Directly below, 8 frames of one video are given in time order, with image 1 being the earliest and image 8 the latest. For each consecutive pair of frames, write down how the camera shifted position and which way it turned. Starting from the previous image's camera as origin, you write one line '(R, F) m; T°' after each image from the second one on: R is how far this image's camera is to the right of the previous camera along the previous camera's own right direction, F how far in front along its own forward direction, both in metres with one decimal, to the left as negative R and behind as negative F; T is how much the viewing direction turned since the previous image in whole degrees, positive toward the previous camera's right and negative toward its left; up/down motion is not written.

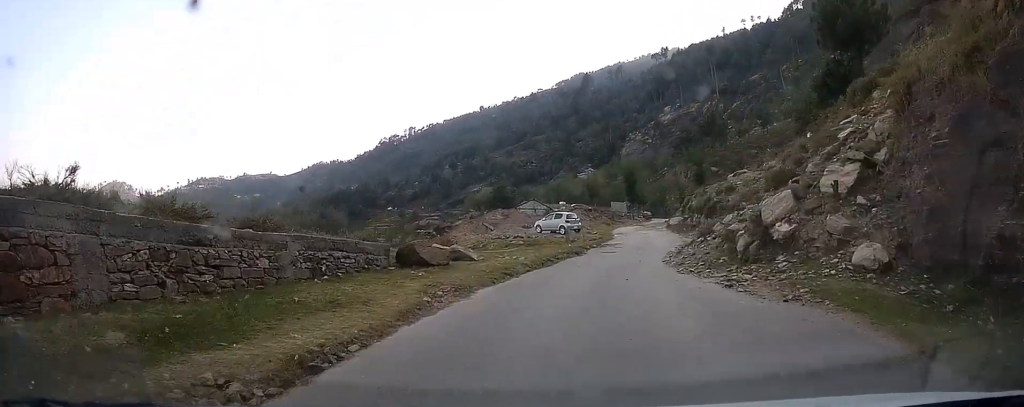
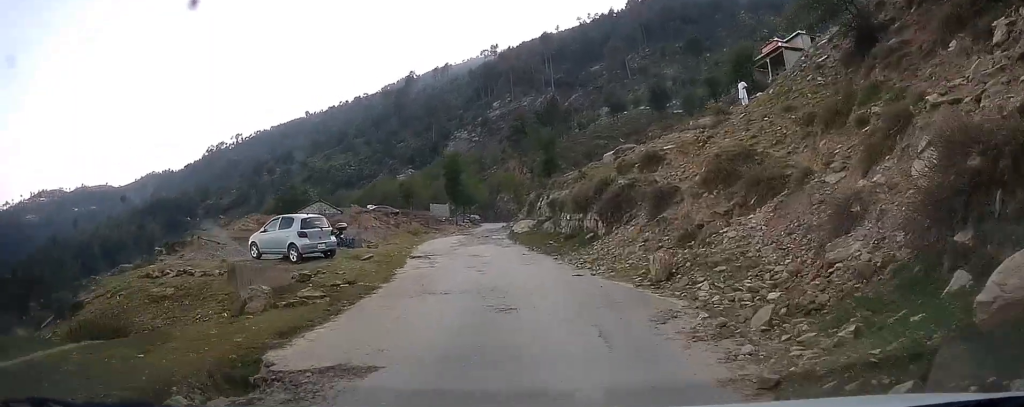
(+3.0, +22.0) m; +10°
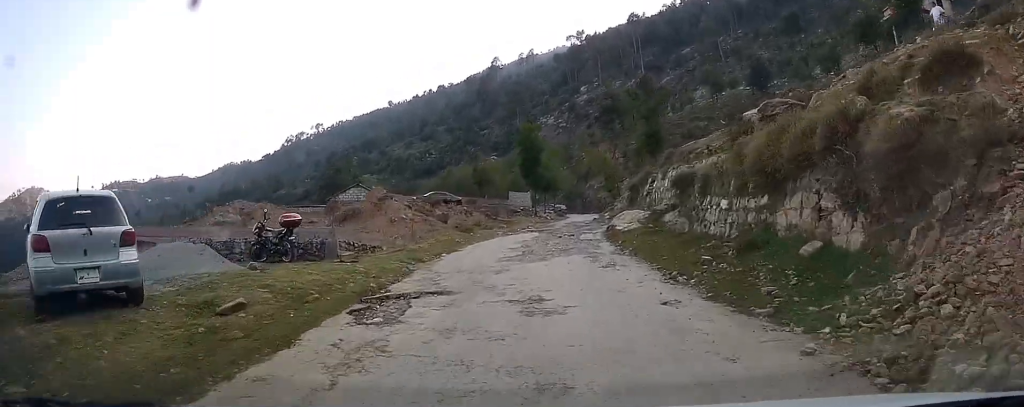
(0.0, +12.5) m; -3°
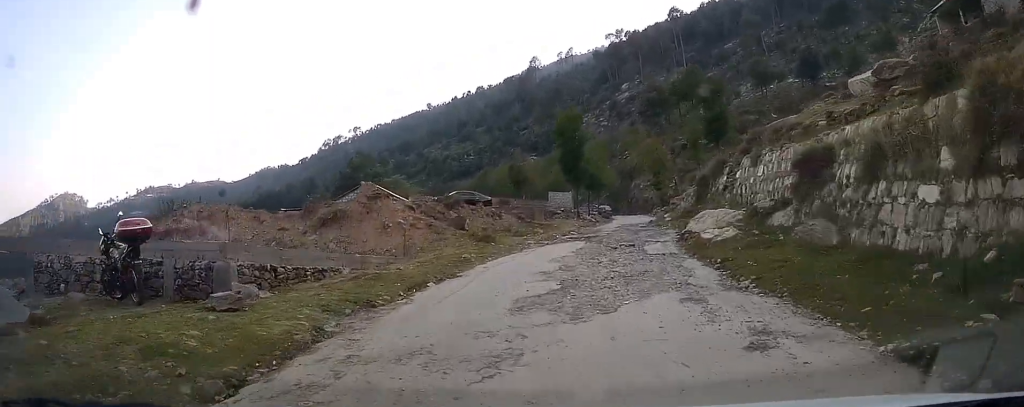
(-0.1, +7.1) m; -4°
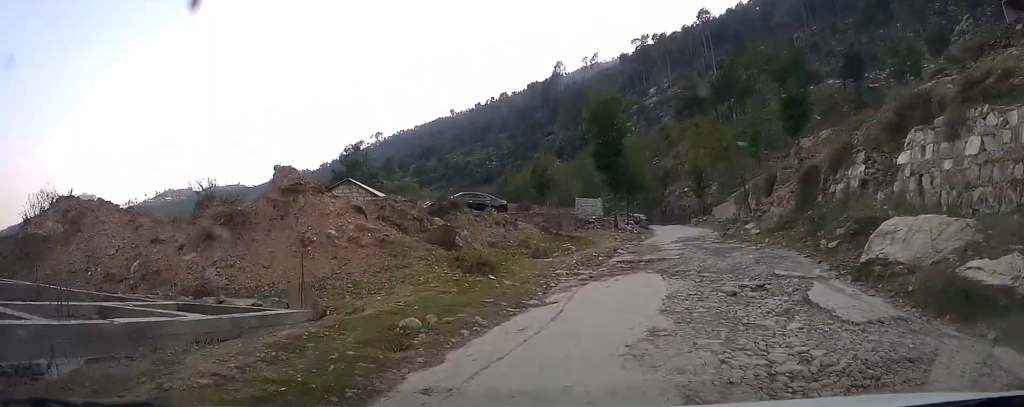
(-0.6, +9.5) m; -4°
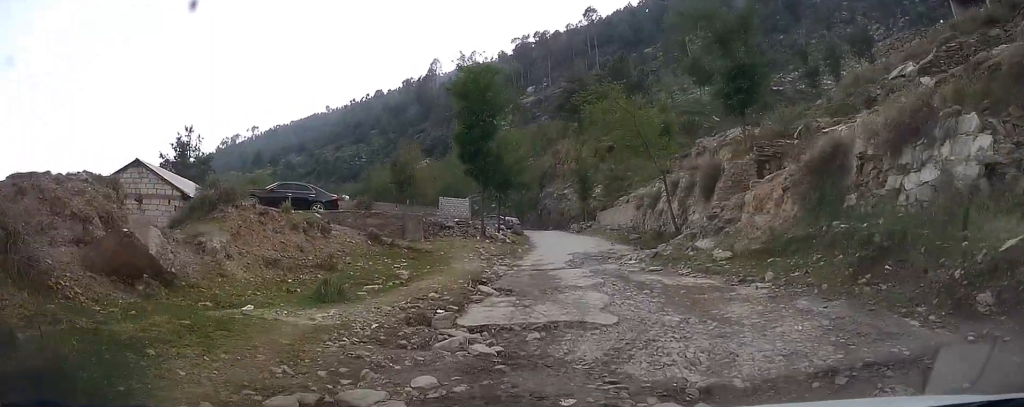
(+0.1, +8.5) m; +7°
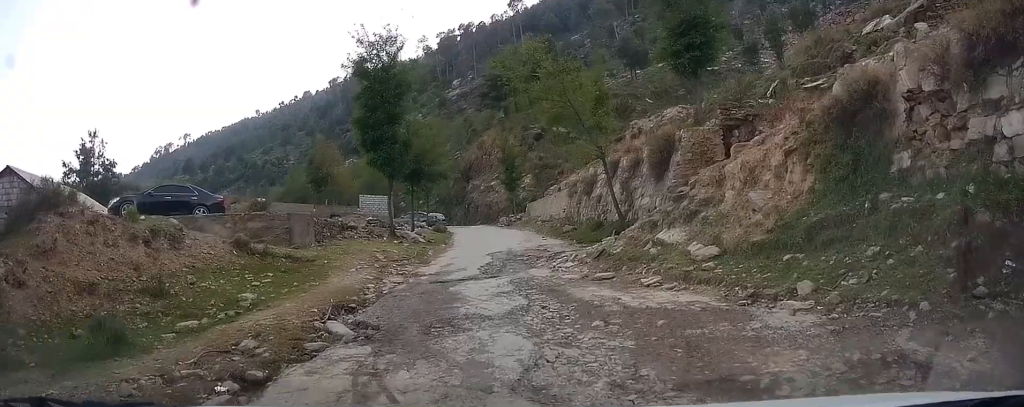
(+0.6, +5.2) m; +14°
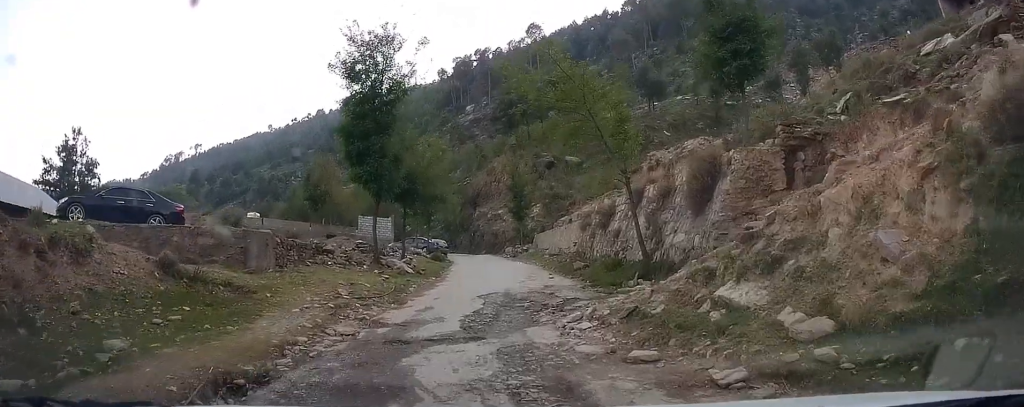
(+0.6, +3.9) m; +9°
